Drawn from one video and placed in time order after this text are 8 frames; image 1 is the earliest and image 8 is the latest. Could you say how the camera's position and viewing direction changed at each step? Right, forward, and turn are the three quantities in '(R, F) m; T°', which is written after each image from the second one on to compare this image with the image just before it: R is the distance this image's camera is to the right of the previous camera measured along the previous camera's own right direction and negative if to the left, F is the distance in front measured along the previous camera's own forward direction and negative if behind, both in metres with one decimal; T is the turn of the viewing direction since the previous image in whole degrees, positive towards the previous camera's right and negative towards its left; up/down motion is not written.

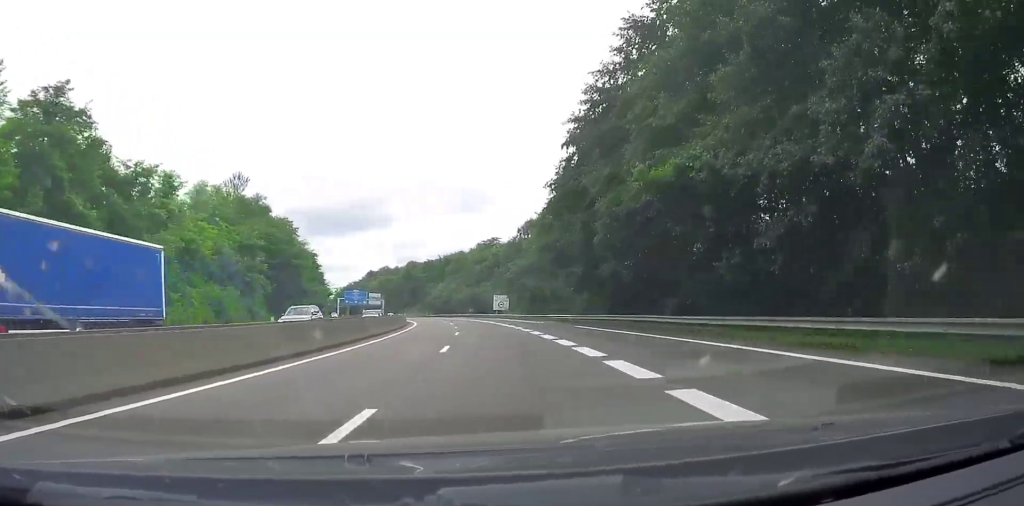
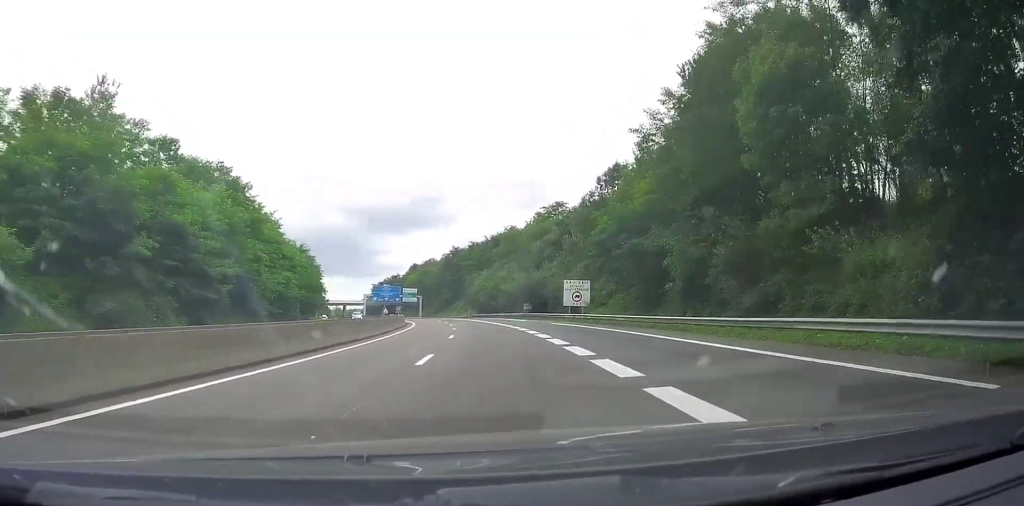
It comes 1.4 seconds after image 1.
(-2.0, +43.6) m; -6°
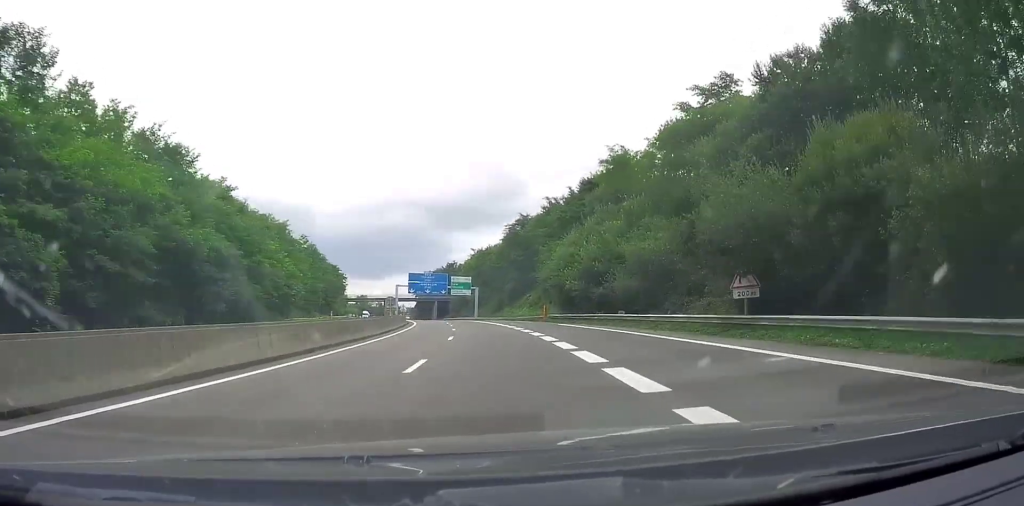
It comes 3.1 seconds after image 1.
(-3.0, +54.2) m; -6°
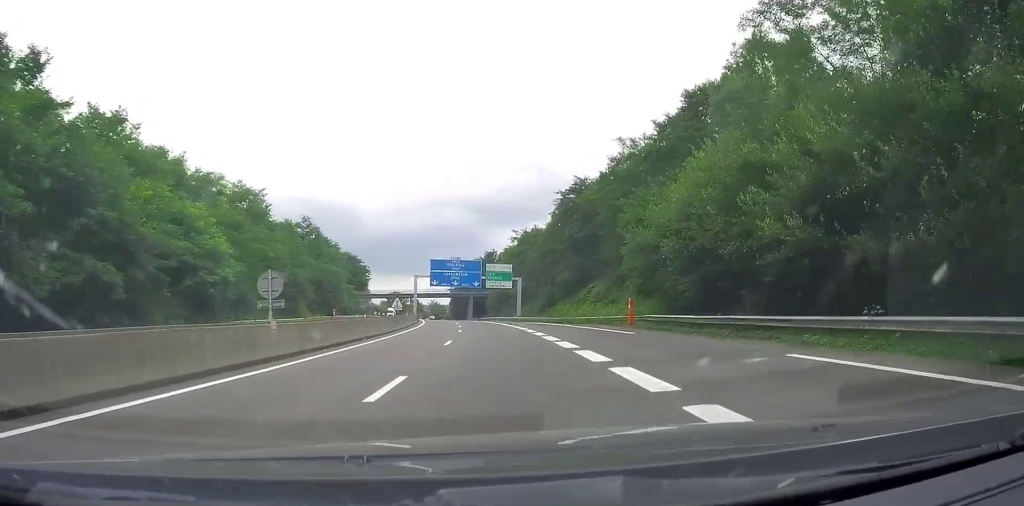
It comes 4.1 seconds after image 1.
(-1.1, +30.6) m; -5°
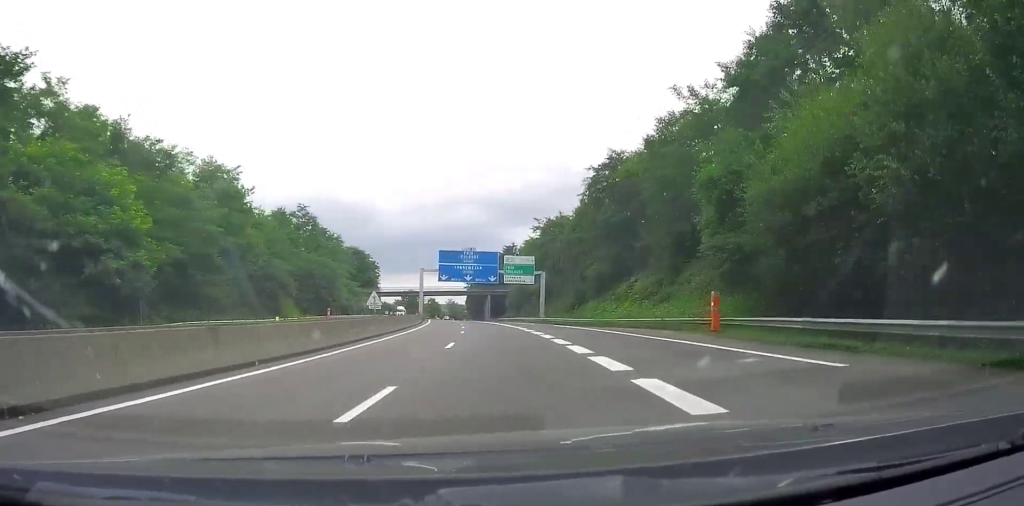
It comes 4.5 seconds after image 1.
(-0.6, +14.8) m; -2°
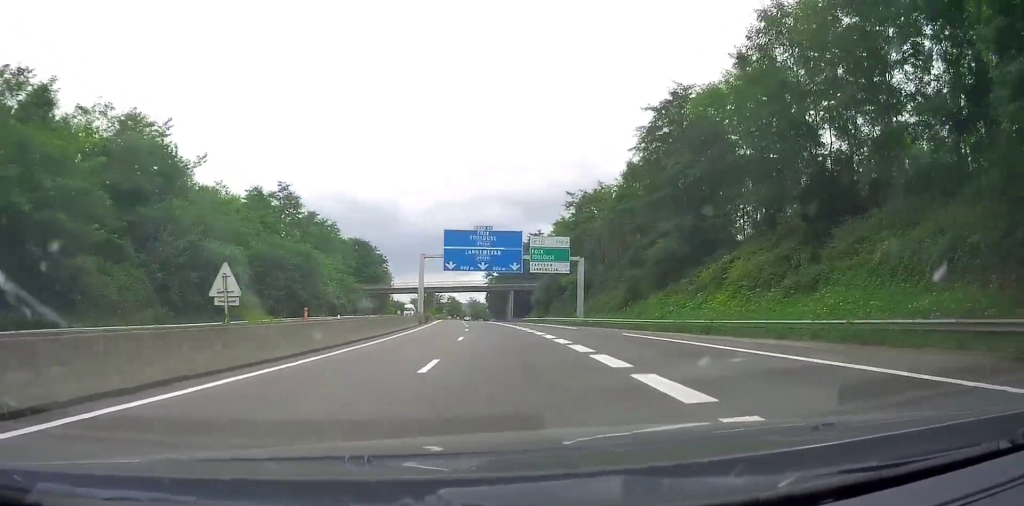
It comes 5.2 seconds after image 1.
(-0.5, +21.1) m; -2°
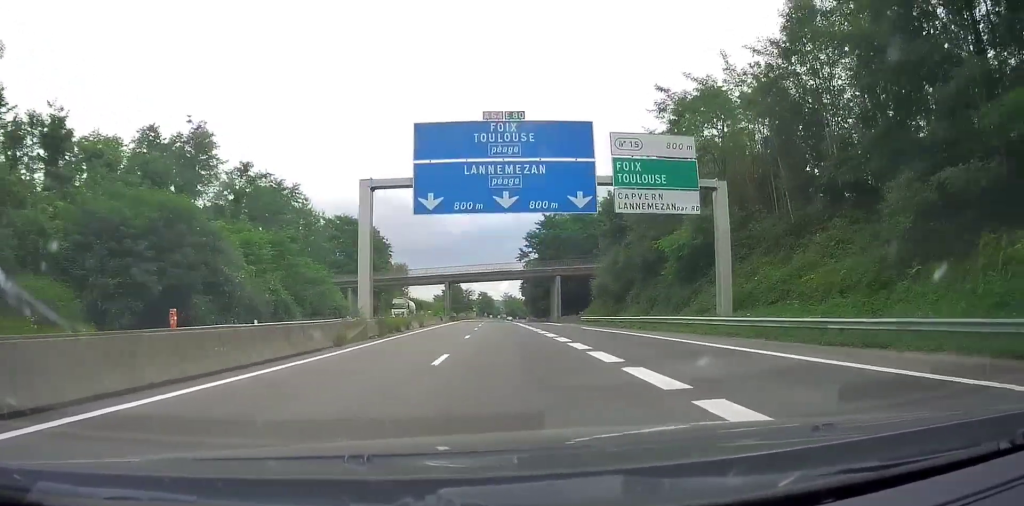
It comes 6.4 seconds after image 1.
(-1.1, +37.7) m; -4°
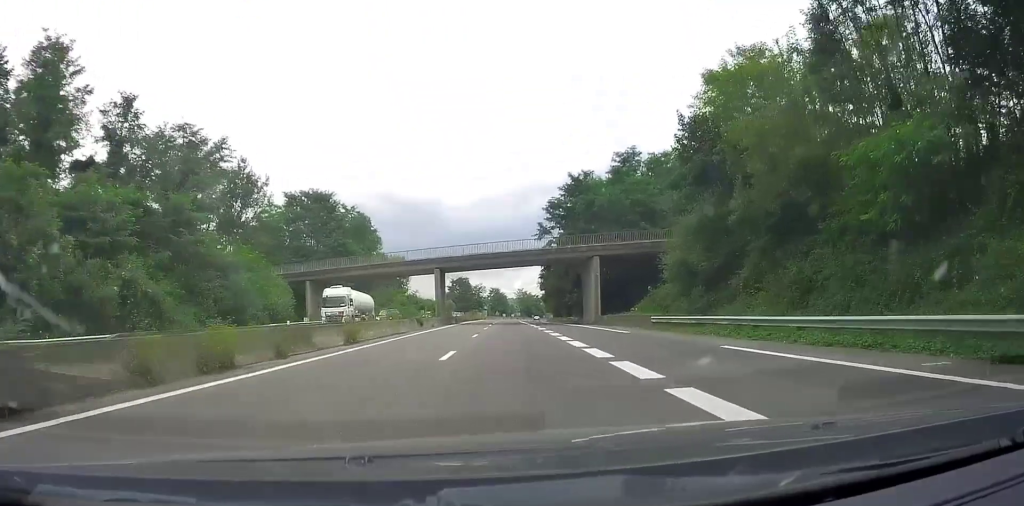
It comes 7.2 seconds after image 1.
(-0.5, +24.7) m; -2°
